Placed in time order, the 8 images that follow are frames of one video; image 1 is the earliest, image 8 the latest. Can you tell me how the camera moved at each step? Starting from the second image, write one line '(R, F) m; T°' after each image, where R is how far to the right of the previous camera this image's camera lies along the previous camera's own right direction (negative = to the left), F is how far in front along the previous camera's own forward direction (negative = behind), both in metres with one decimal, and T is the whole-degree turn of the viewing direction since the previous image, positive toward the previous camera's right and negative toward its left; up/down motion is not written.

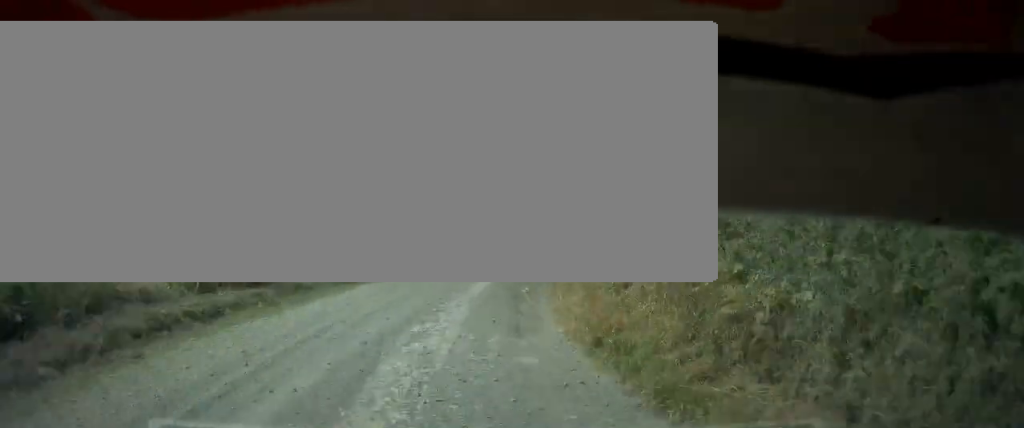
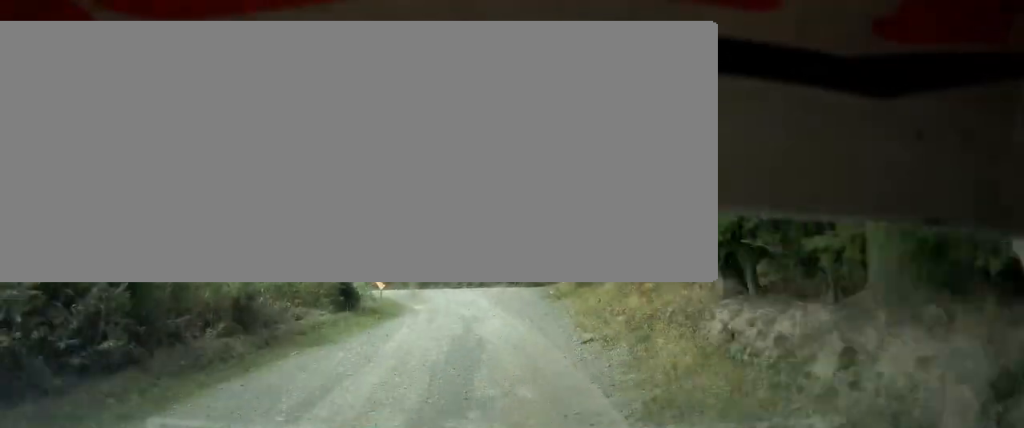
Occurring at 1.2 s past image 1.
(+2.6, +33.2) m; +2°
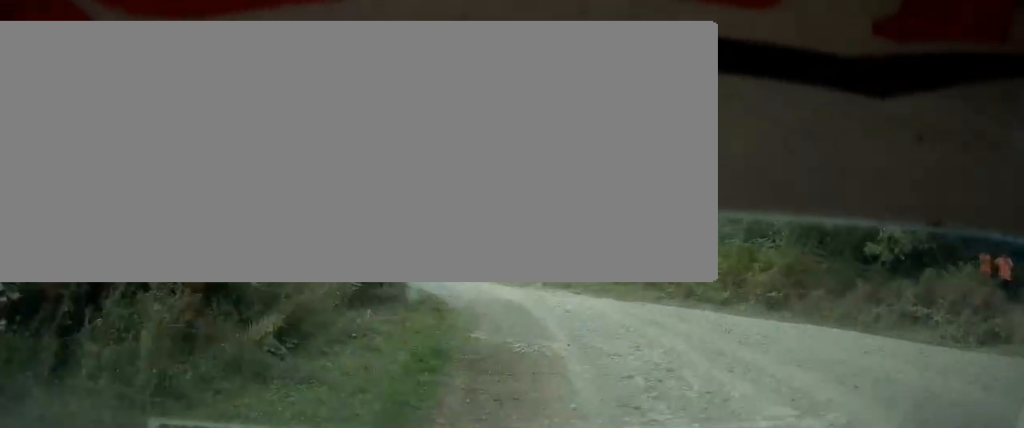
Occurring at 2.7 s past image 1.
(-4.6, +36.4) m; -15°
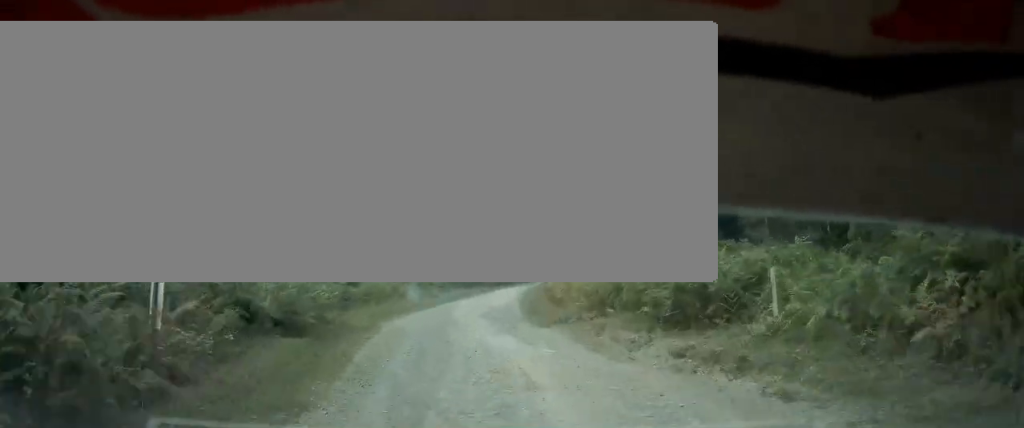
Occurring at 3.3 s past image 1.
(-0.5, +13.0) m; -2°
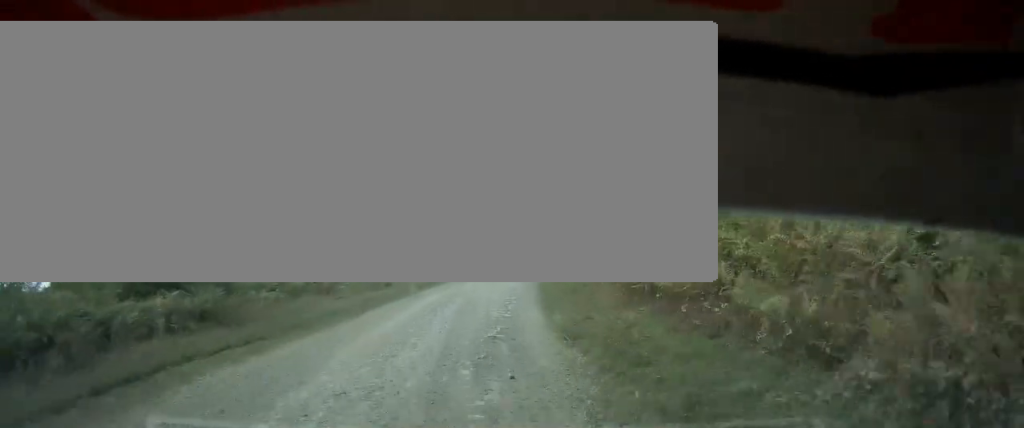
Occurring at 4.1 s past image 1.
(-0.1, +20.9) m; 0°
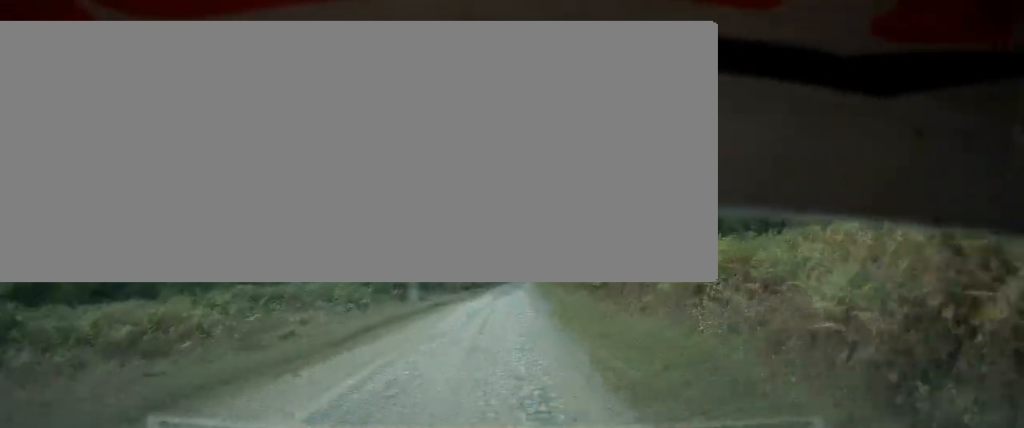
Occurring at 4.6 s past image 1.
(0.0, +13.3) m; 0°
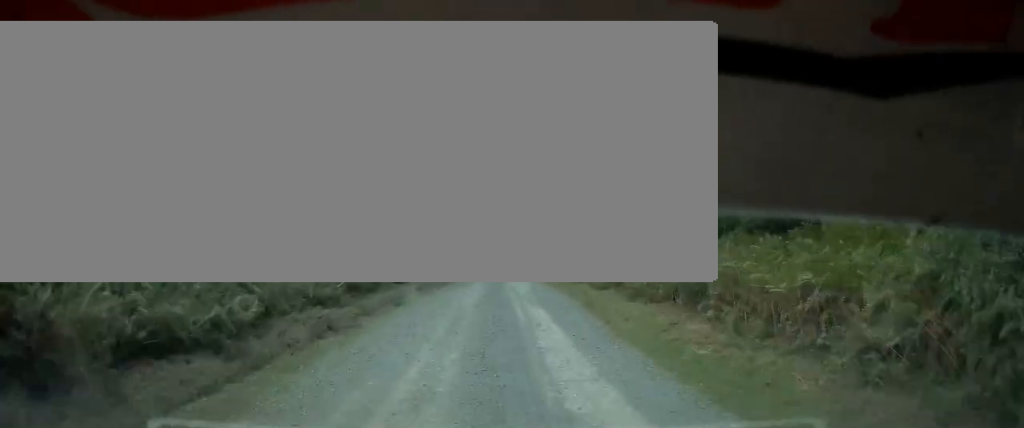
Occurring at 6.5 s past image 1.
(+3.1, +55.5) m; +8°
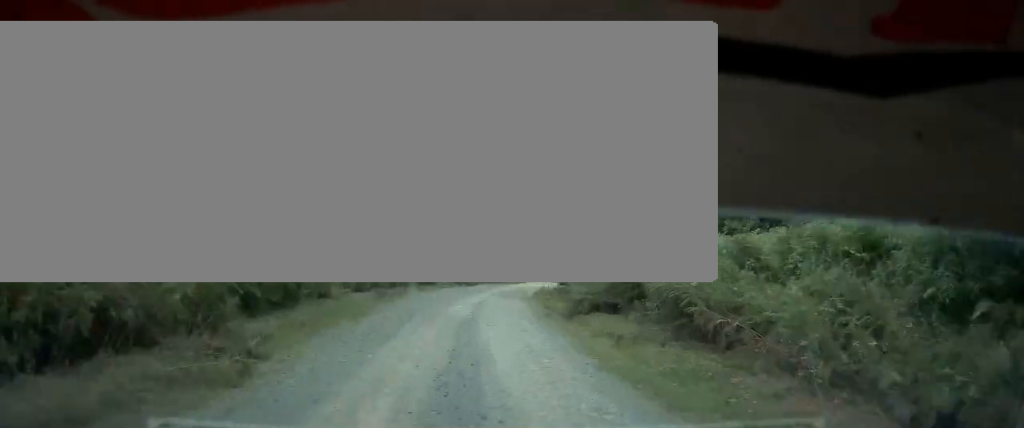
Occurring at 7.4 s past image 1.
(+0.8, +26.9) m; +2°
